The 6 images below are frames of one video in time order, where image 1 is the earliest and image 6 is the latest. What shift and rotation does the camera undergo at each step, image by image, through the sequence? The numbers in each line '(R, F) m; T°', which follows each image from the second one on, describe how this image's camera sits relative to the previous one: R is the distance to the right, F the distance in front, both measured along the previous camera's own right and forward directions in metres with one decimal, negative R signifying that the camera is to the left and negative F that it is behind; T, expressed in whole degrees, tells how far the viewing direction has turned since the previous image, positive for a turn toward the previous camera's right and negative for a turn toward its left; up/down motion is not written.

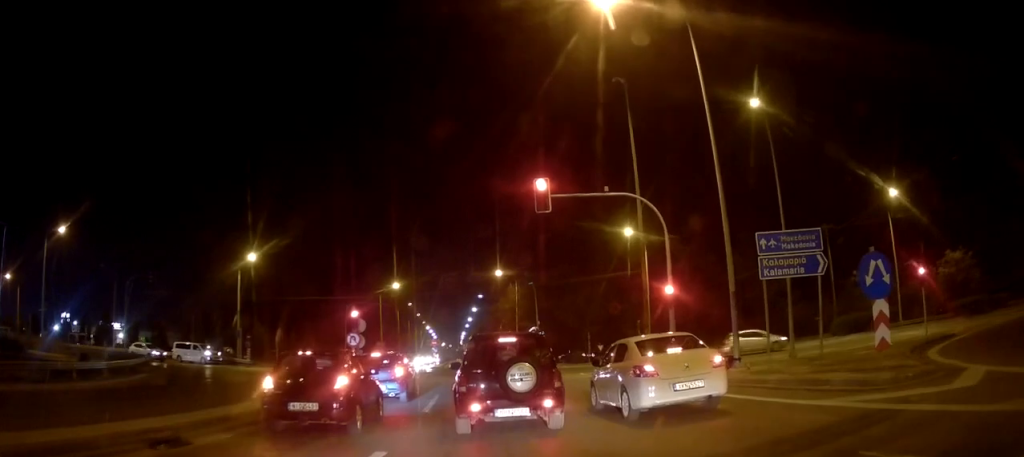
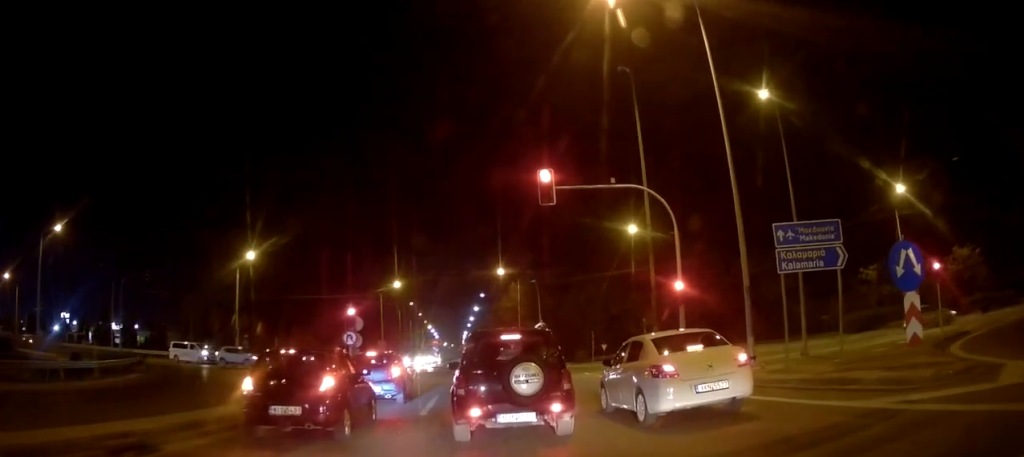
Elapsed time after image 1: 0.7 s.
(-0.3, +0.8) m; 0°
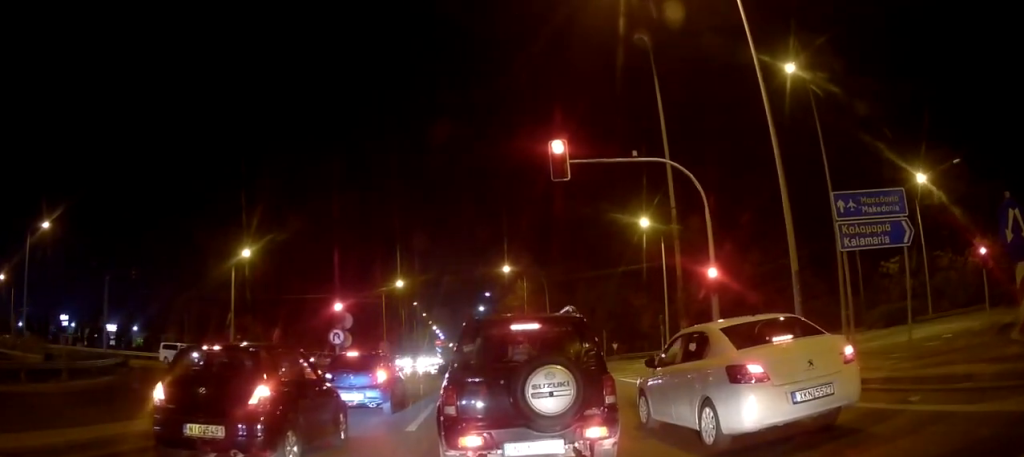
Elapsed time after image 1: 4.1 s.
(-0.5, +1.9) m; 0°
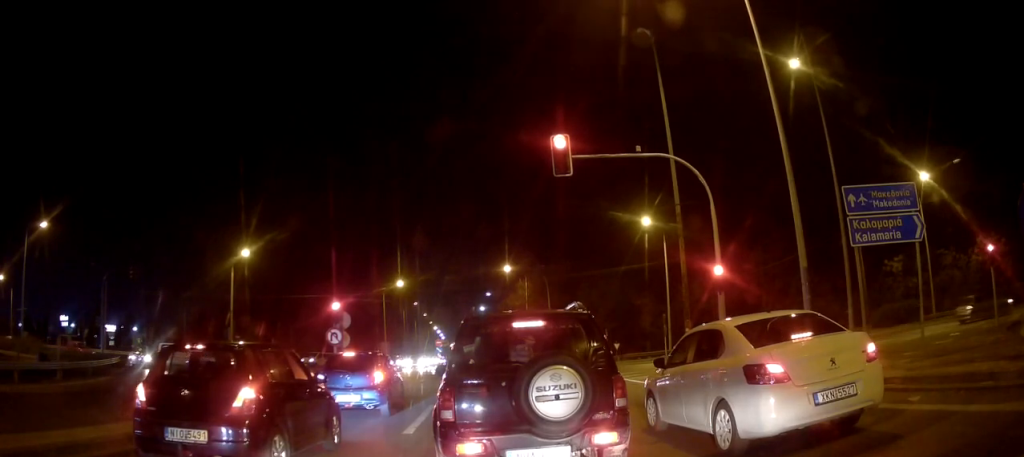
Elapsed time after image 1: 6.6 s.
(+0.3, +0.4) m; 0°
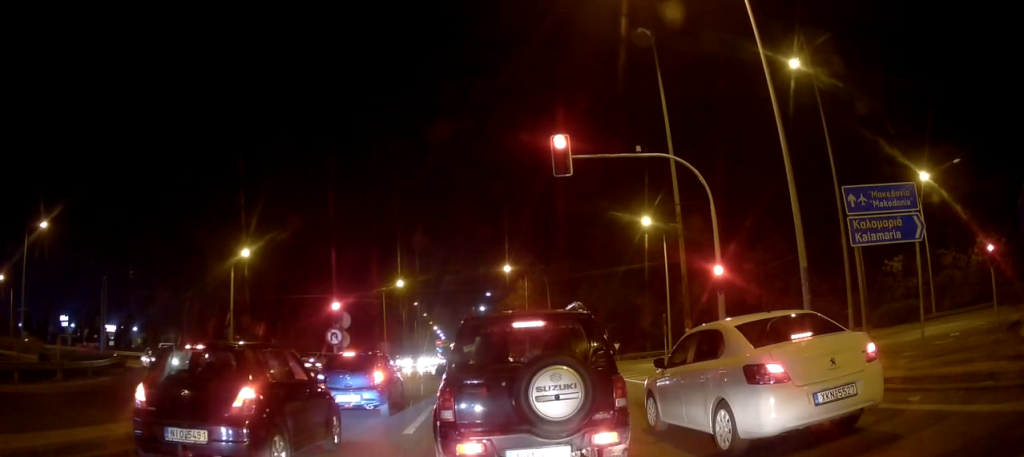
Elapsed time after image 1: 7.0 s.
(0.0, 0.0) m; 0°
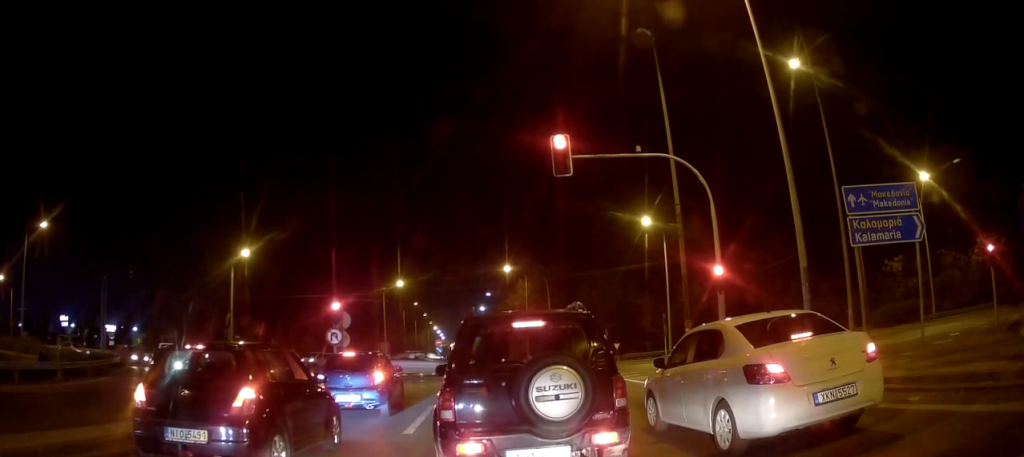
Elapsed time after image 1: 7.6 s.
(0.0, 0.0) m; 0°
